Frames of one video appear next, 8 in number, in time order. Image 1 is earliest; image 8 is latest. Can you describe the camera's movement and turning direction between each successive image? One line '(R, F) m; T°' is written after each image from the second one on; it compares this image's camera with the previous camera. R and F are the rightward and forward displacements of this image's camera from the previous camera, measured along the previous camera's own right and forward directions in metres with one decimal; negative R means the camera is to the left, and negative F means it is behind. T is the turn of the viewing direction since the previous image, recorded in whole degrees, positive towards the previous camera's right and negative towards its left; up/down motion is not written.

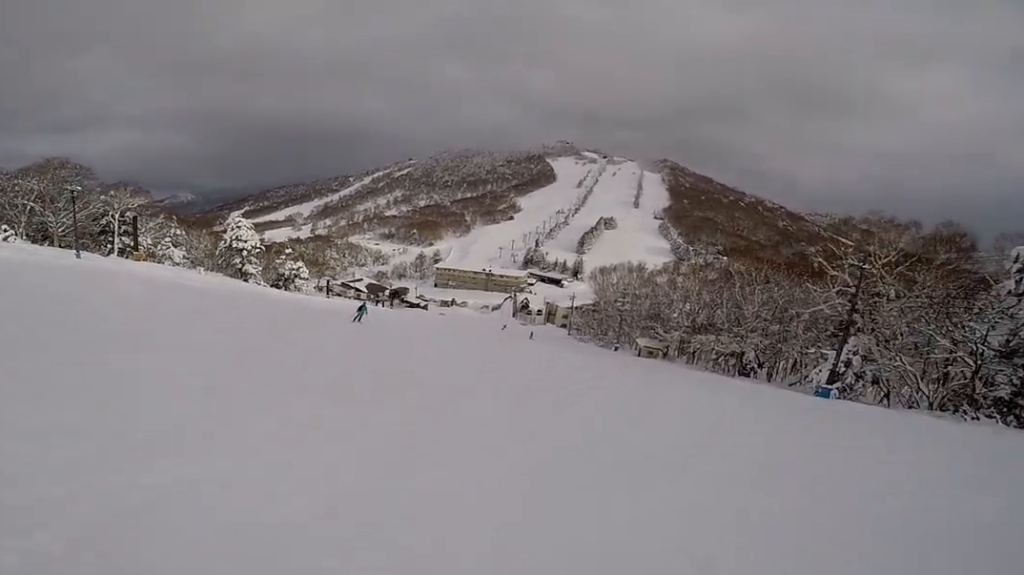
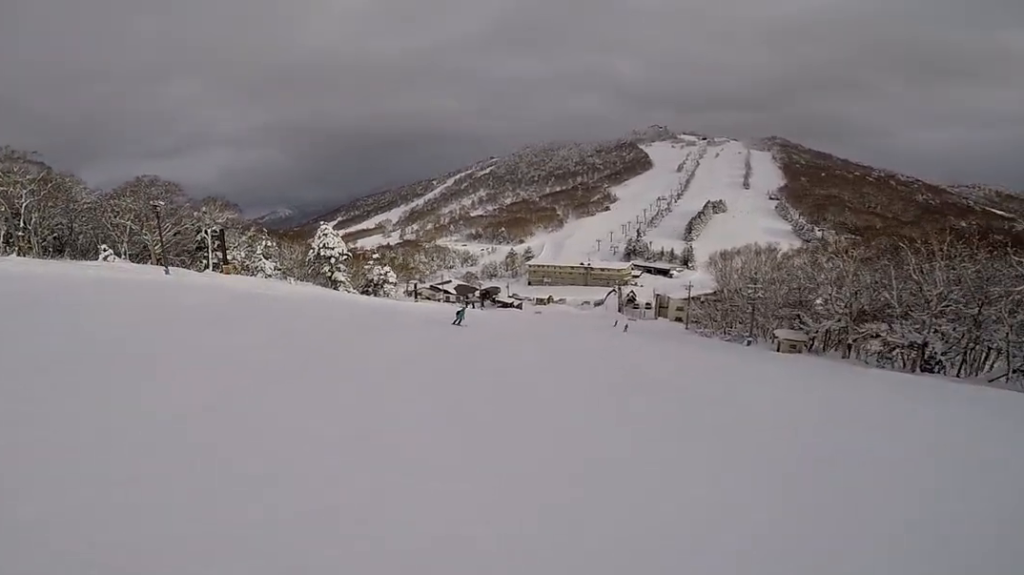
(-1.2, +4.4) m; -19°
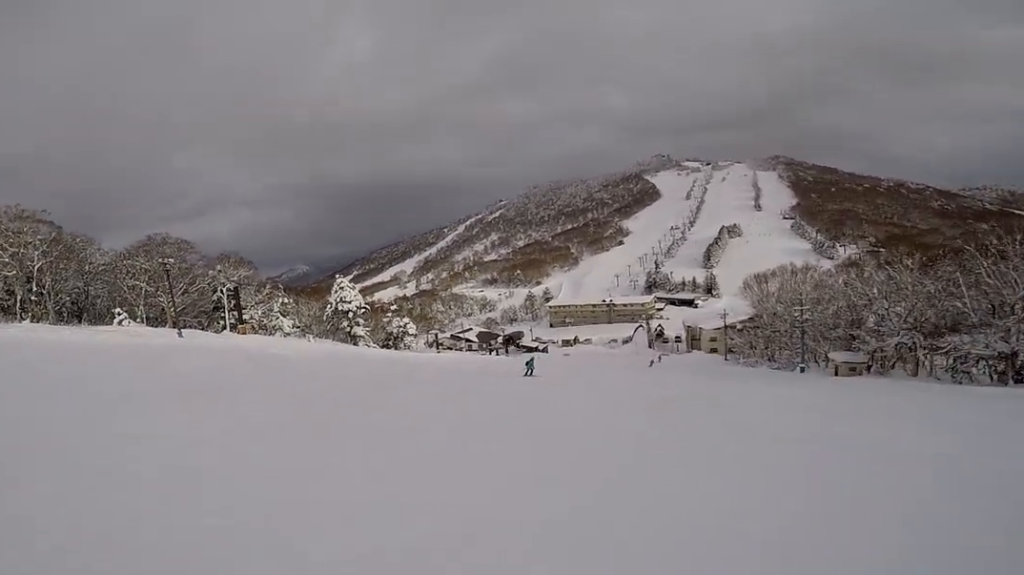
(-0.1, +3.4) m; -7°
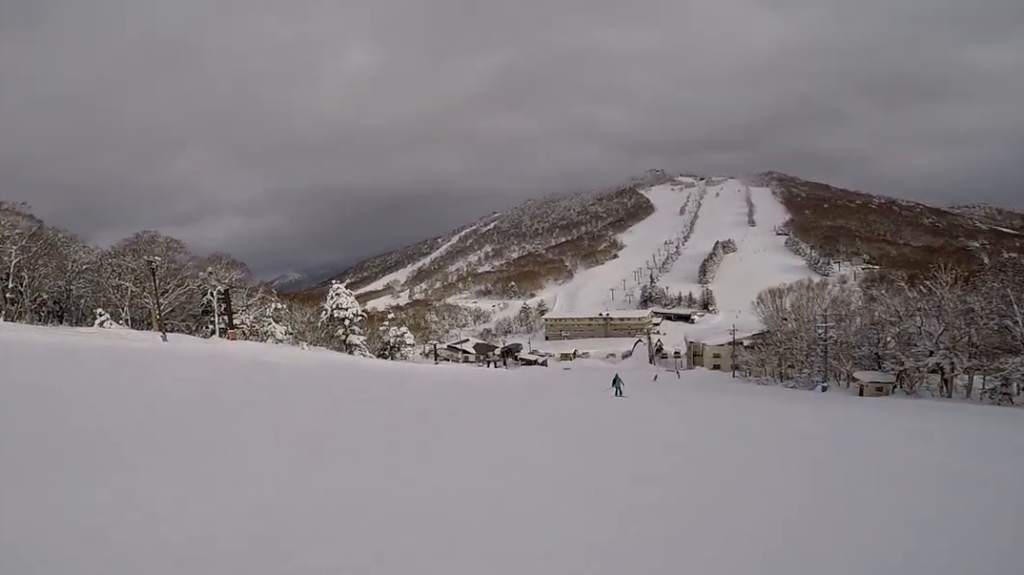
(-0.4, +4.4) m; 0°
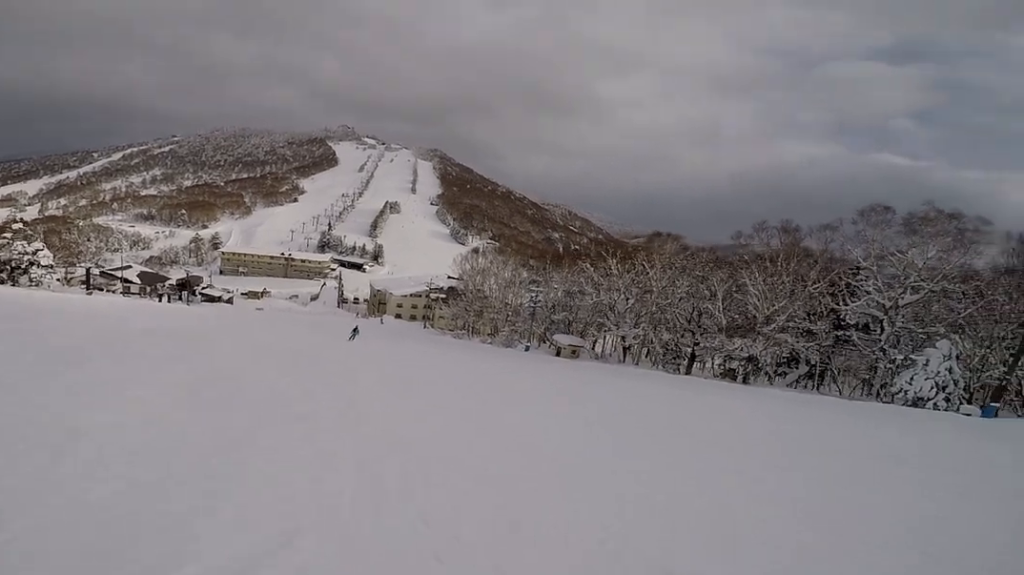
(+6.0, +12.9) m; +69°
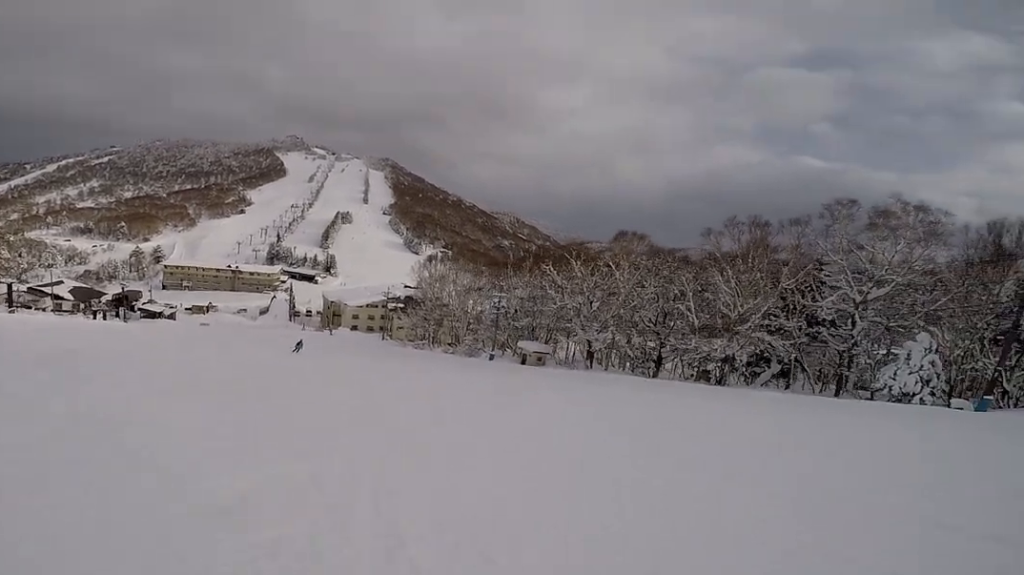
(+1.1, +3.1) m; +6°
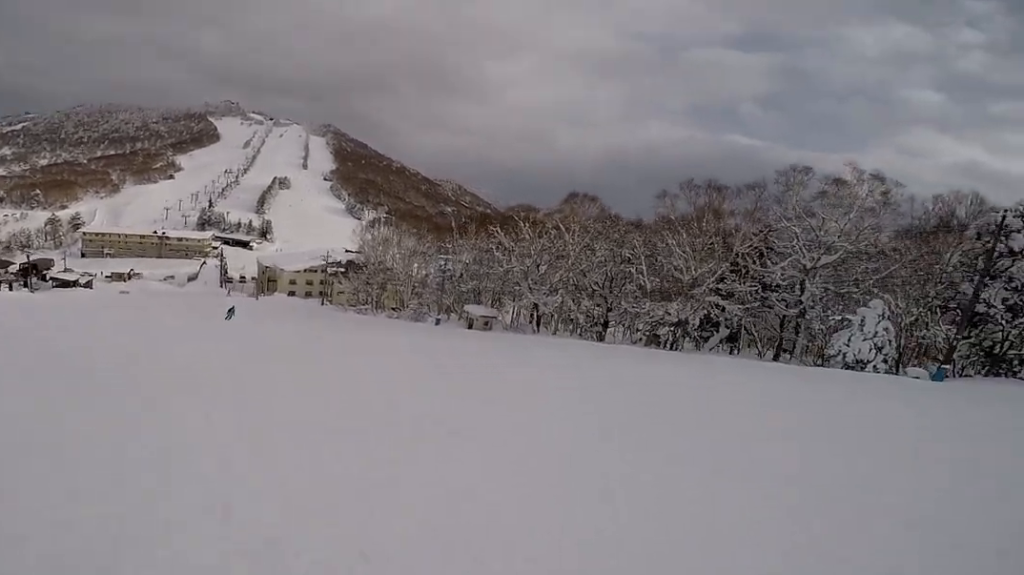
(+0.8, +3.0) m; +5°
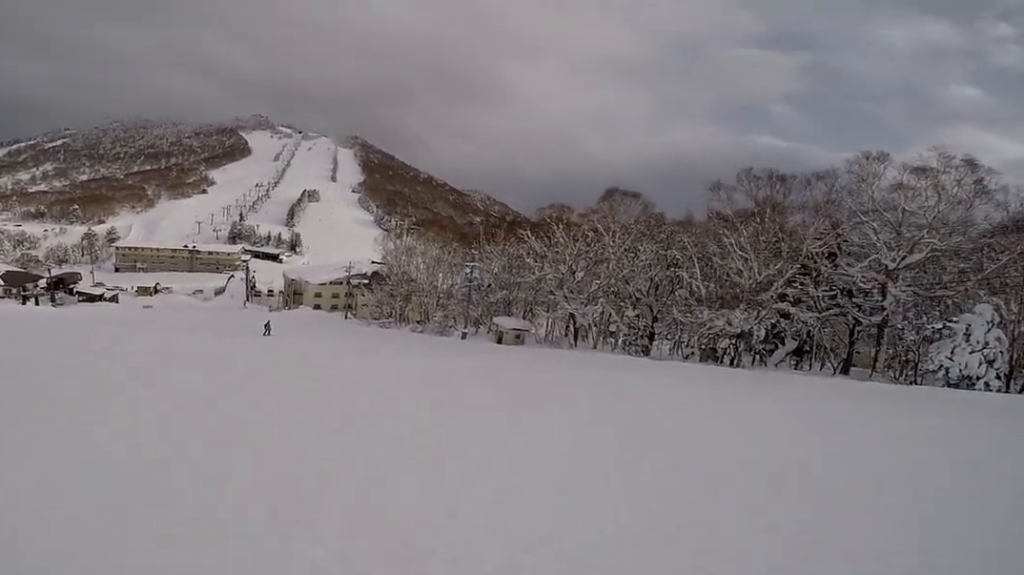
(-0.7, +4.0) m; -16°
